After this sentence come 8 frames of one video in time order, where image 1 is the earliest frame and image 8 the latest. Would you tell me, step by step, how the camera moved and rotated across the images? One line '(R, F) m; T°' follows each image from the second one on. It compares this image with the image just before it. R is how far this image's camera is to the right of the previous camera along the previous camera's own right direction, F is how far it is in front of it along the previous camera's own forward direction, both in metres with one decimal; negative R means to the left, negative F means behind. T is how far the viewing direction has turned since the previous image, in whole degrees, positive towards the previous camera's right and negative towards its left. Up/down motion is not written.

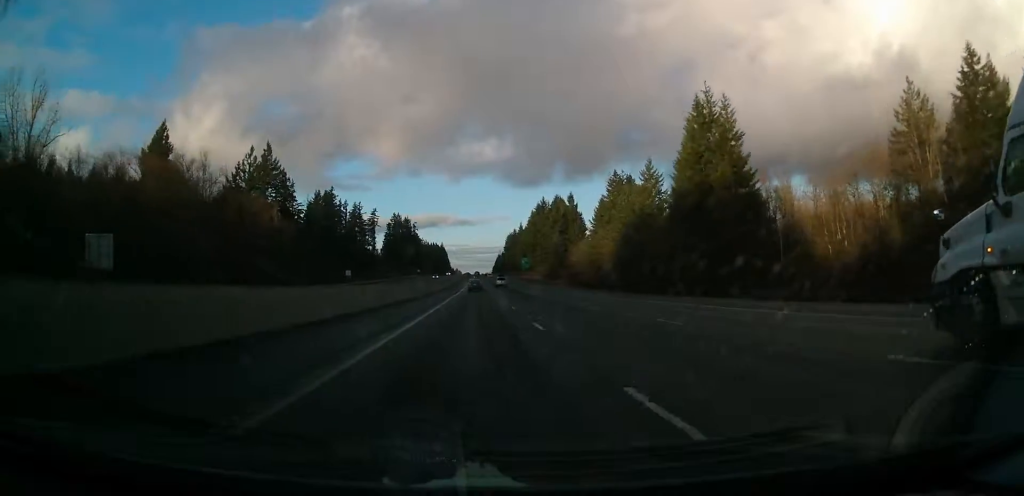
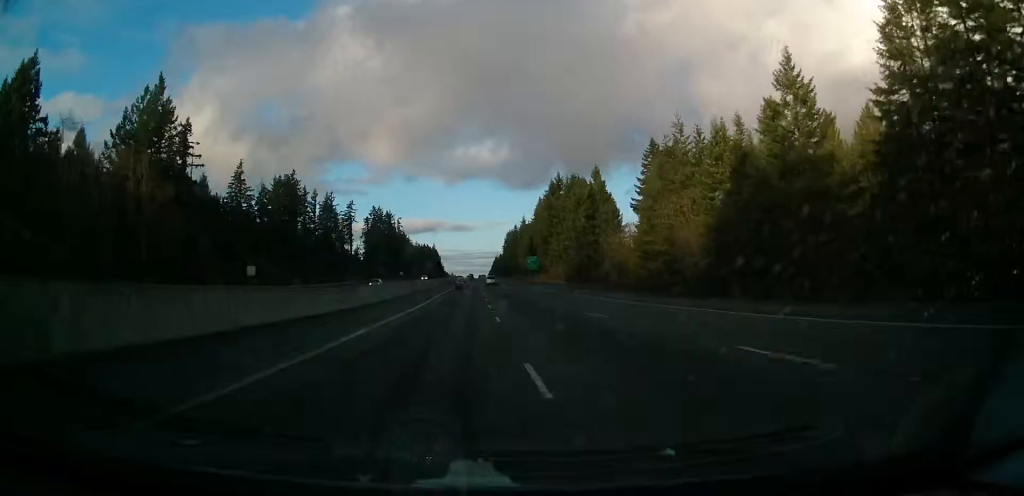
(+0.1, +57.7) m; 0°
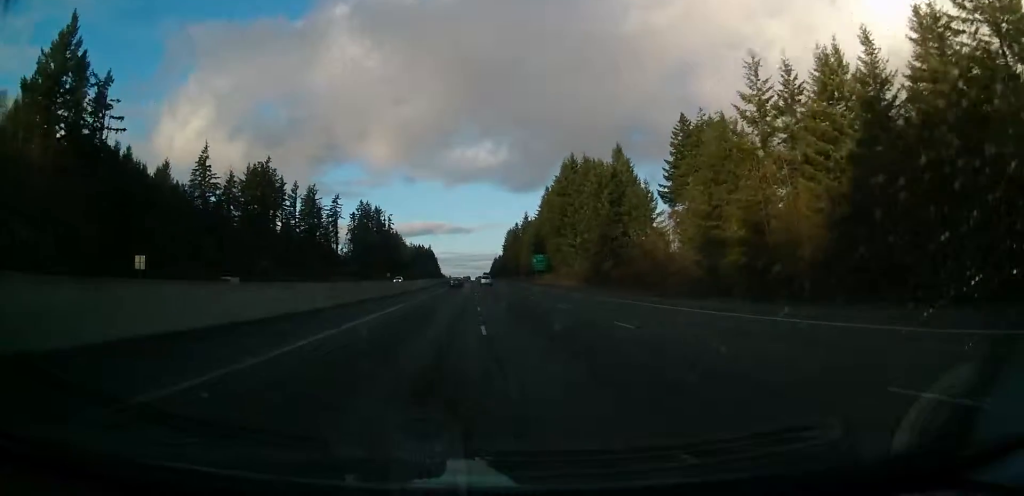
(-0.1, +29.1) m; 0°
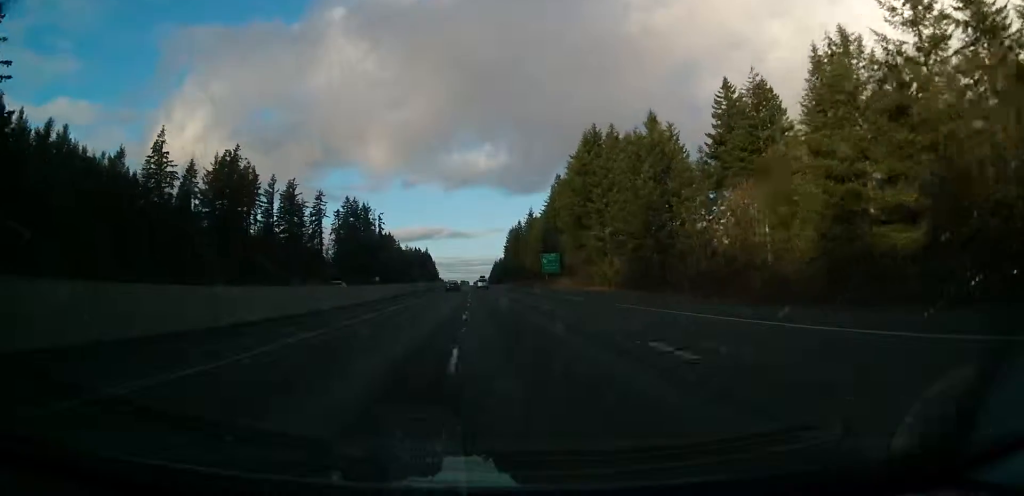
(0.0, +29.3) m; +1°
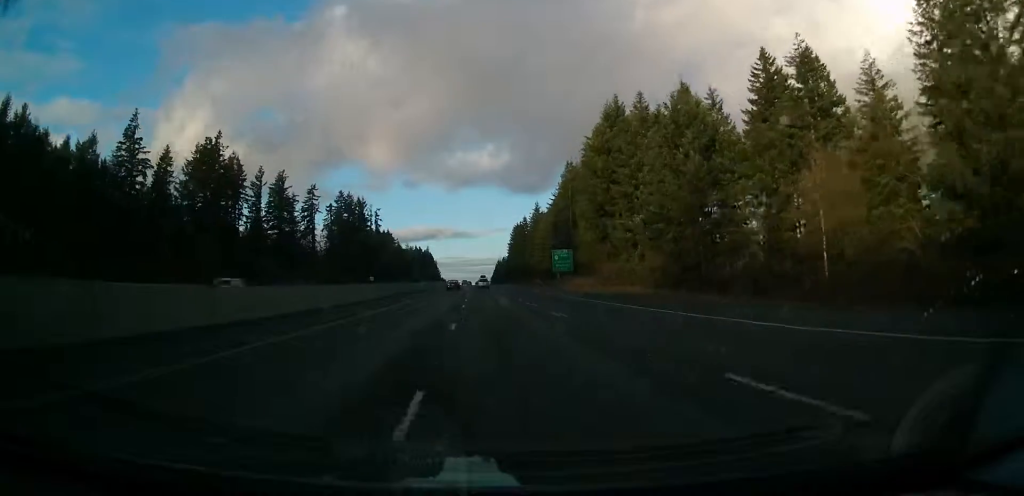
(+0.2, +16.9) m; 0°
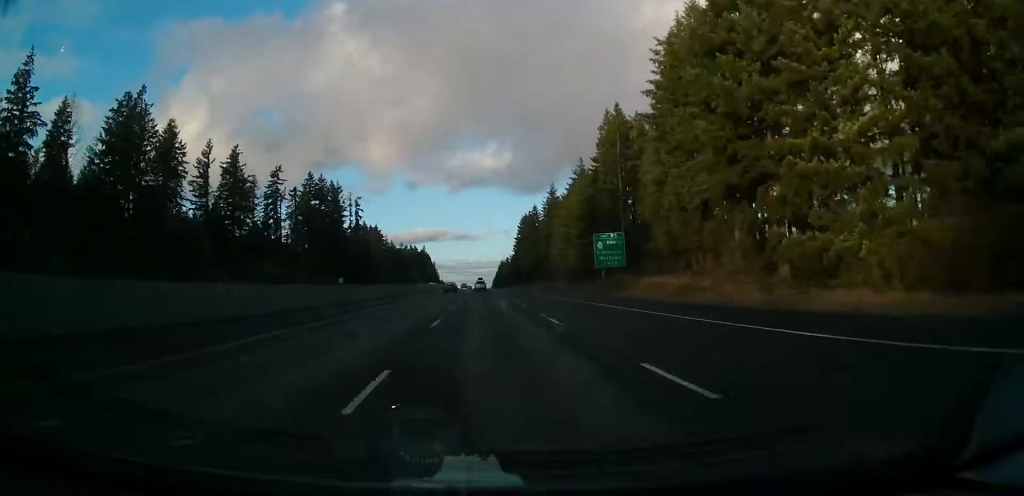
(-0.1, +47.3) m; -1°
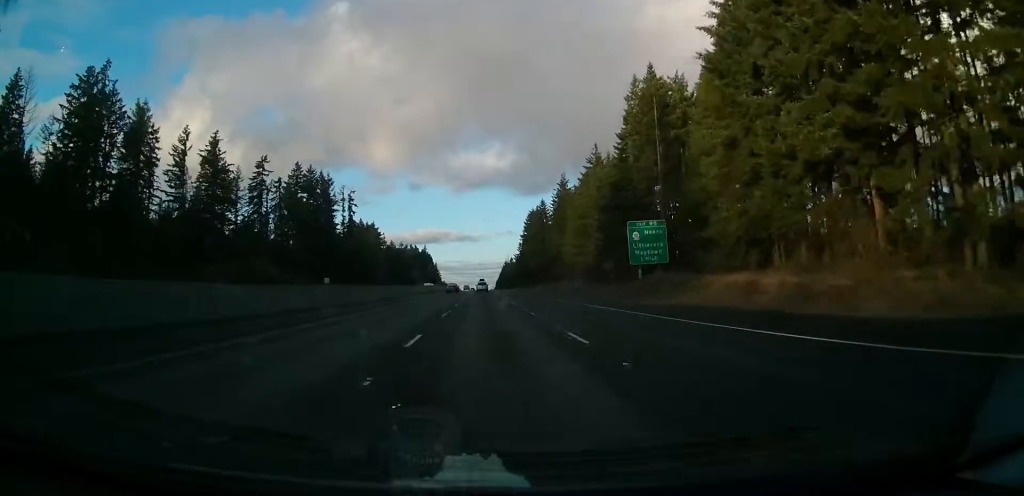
(-0.1, +17.8) m; -1°
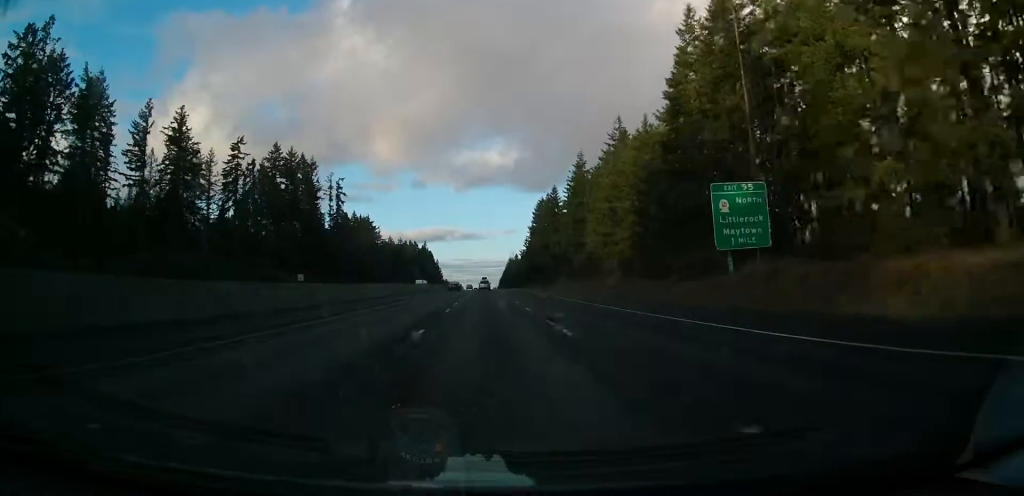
(-0.2, +23.3) m; 0°
